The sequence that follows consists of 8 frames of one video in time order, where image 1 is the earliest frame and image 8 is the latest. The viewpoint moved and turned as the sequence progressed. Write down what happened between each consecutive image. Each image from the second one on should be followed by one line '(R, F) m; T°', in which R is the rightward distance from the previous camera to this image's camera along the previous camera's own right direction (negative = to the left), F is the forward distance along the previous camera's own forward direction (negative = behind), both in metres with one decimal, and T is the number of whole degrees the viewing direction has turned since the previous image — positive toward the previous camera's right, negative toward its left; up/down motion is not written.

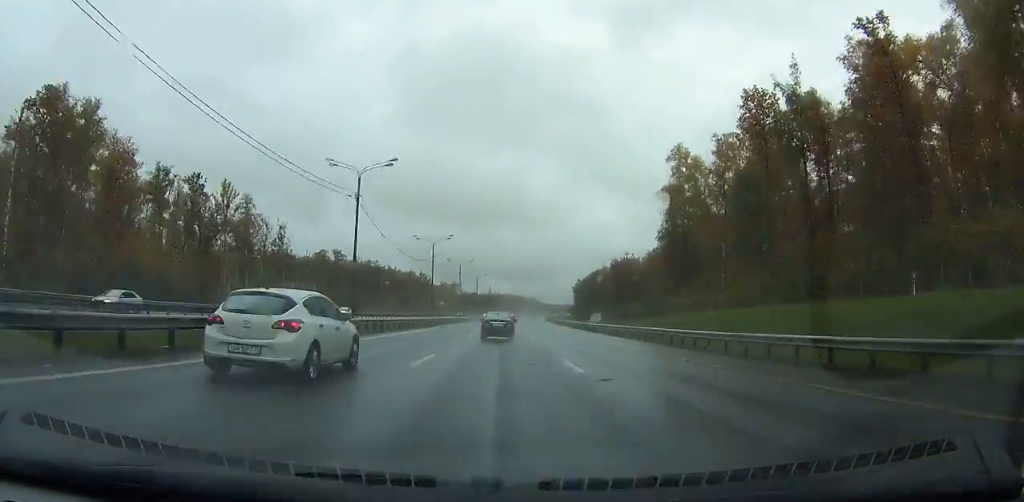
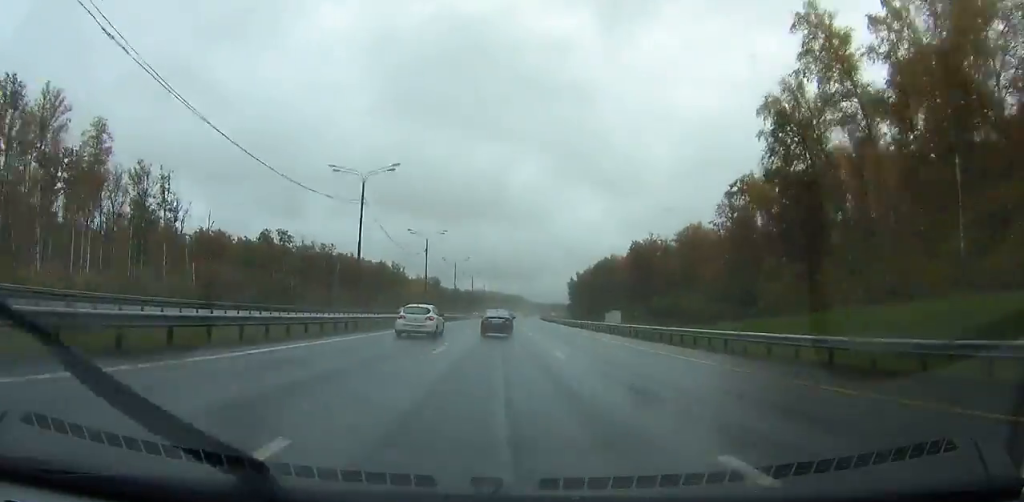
(+0.4, +44.5) m; +1°
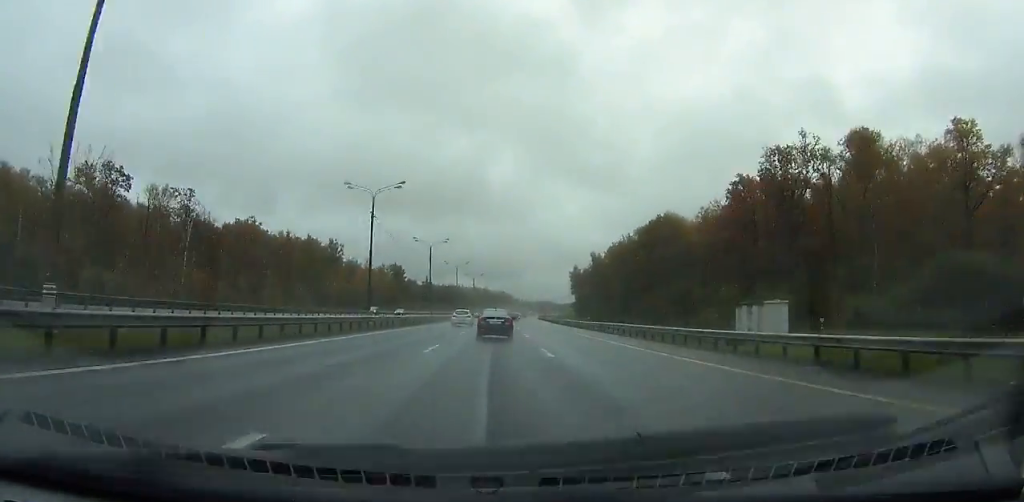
(+1.2, +80.3) m; +2°
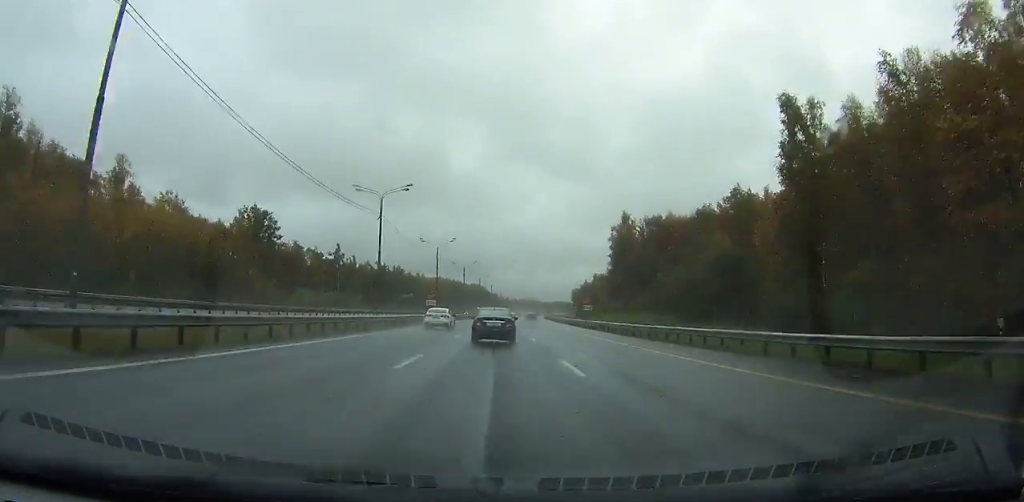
(+3.3, +134.2) m; +3°
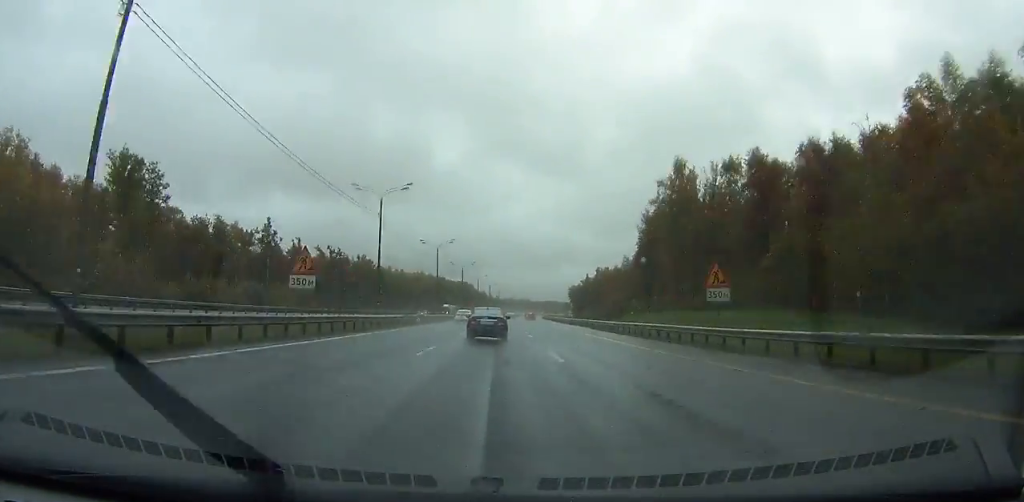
(+0.3, +44.4) m; +1°
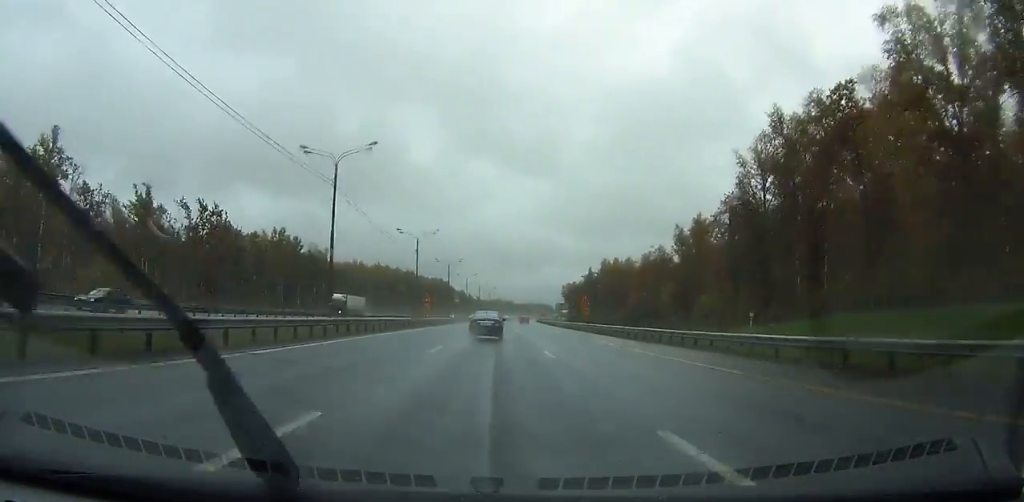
(+1.0, +59.5) m; +1°
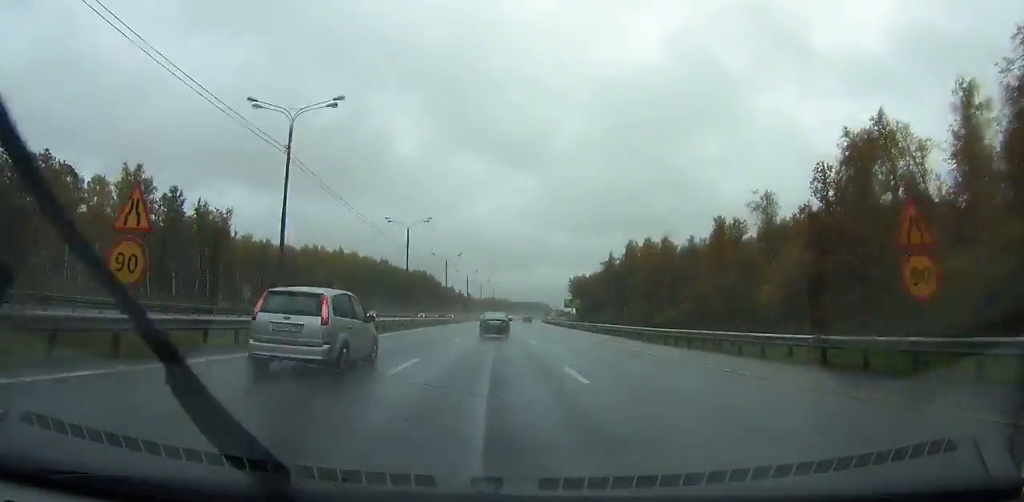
(+0.3, +50.5) m; +1°
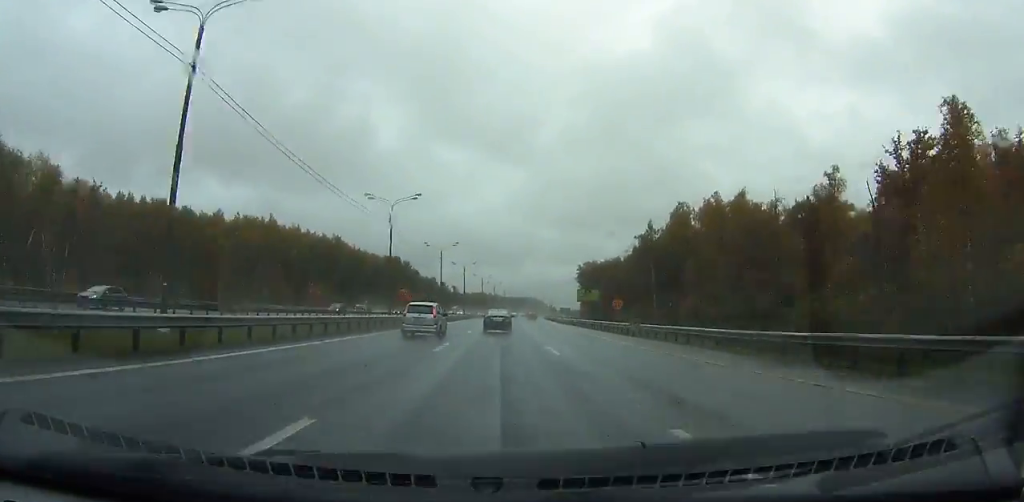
(+0.2, +51.0) m; +1°
